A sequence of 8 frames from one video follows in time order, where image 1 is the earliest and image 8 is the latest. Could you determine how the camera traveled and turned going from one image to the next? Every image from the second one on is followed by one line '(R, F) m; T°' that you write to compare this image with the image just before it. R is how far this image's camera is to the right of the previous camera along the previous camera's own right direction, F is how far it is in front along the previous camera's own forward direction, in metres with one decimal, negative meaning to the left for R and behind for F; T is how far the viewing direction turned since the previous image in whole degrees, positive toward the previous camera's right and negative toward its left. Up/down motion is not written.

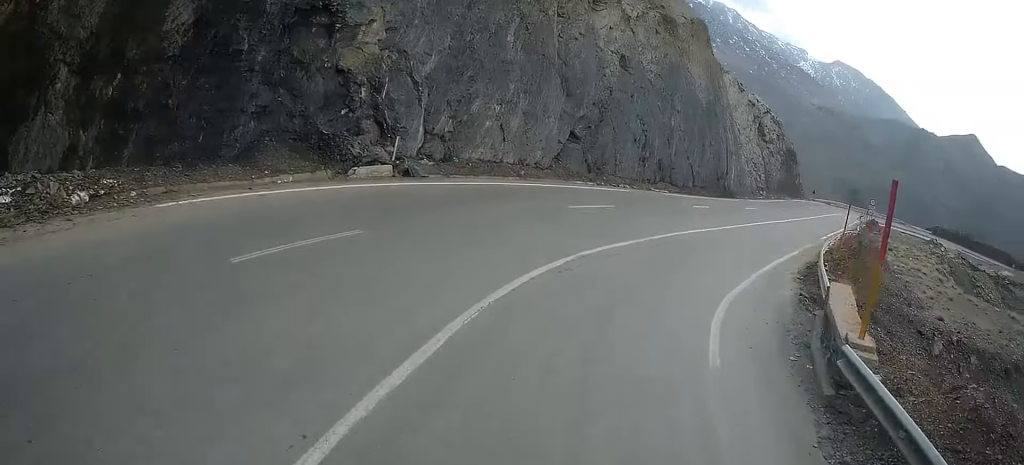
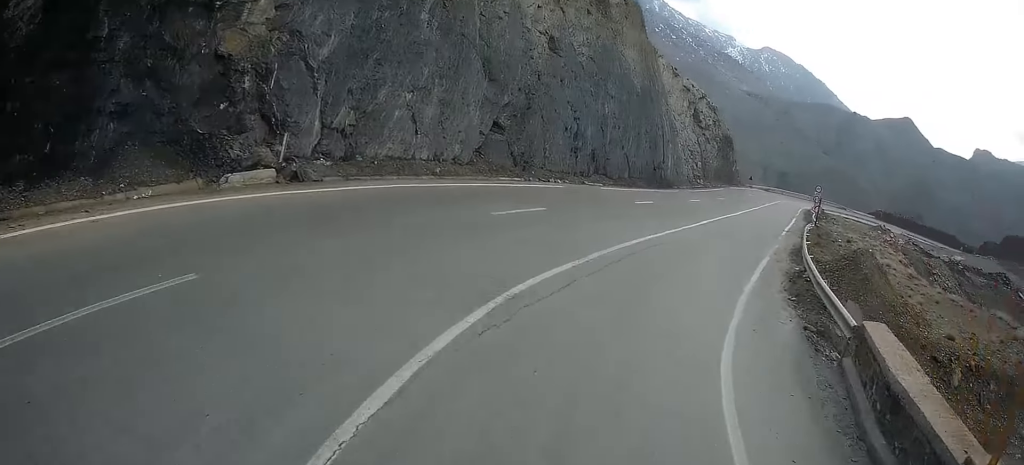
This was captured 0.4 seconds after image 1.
(+0.4, +3.9) m; +5°
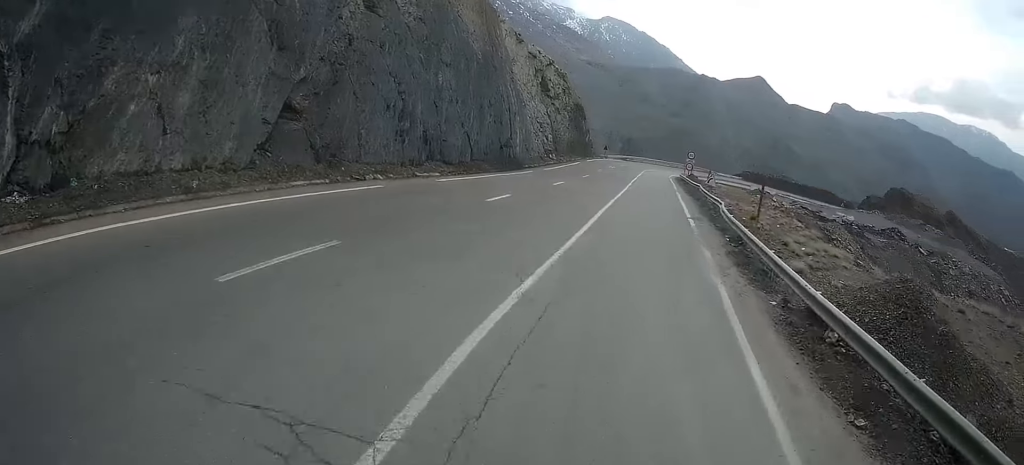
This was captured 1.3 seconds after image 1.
(+0.7, +7.7) m; +8°
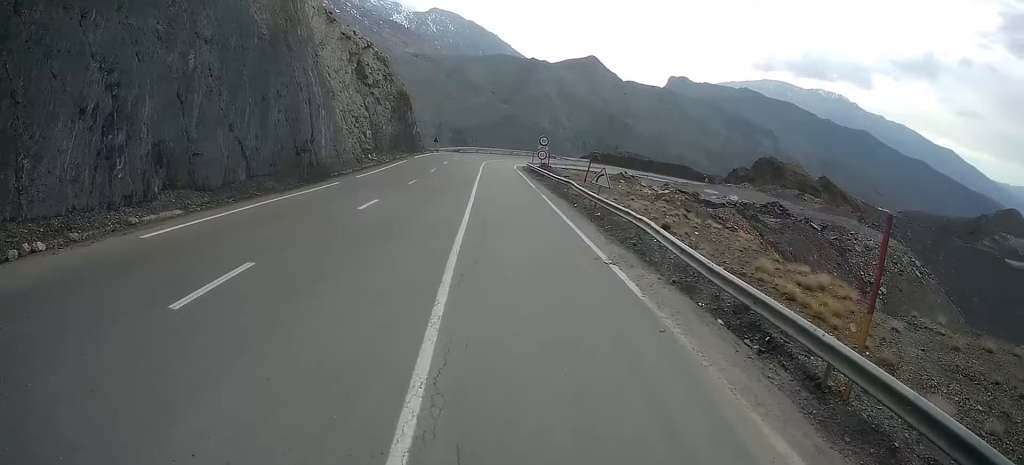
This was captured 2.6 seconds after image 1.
(+0.8, +10.9) m; +9°
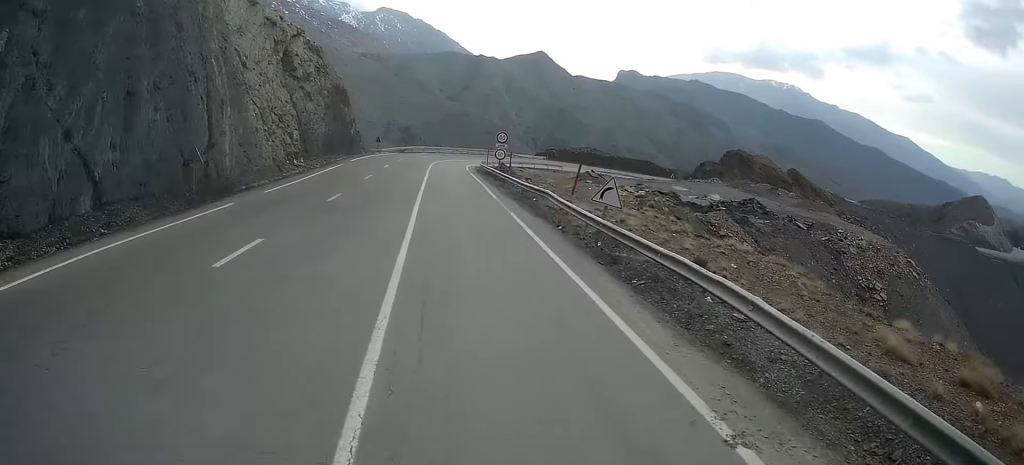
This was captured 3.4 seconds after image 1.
(+0.4, +7.9) m; +3°
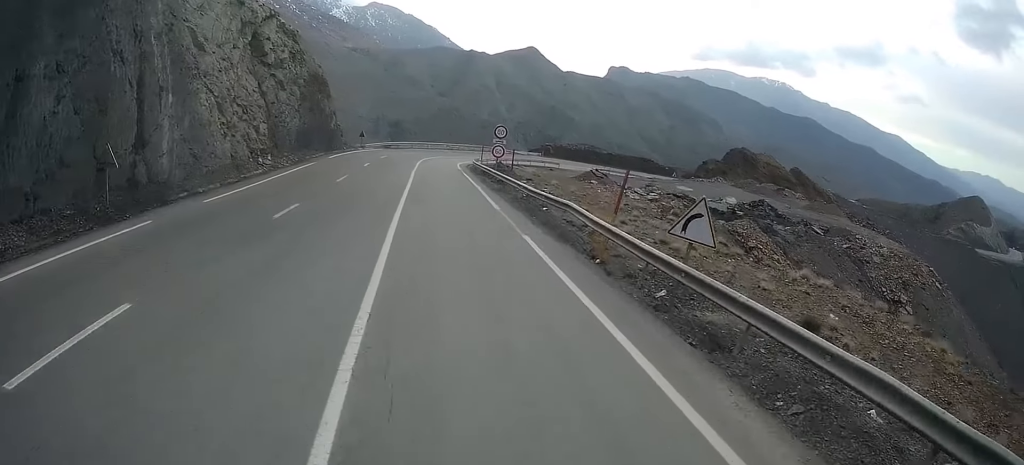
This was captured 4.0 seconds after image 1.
(+0.1, +5.9) m; +2°
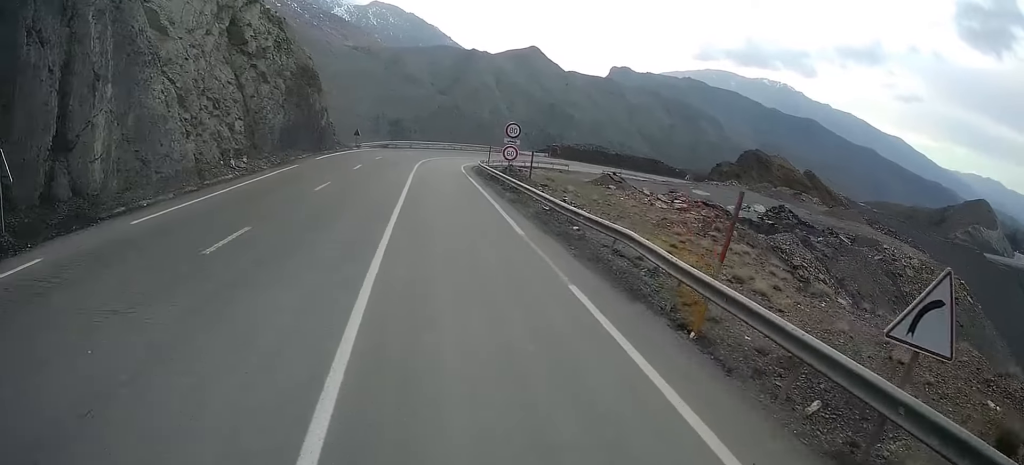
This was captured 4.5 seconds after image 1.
(0.0, +5.4) m; +1°
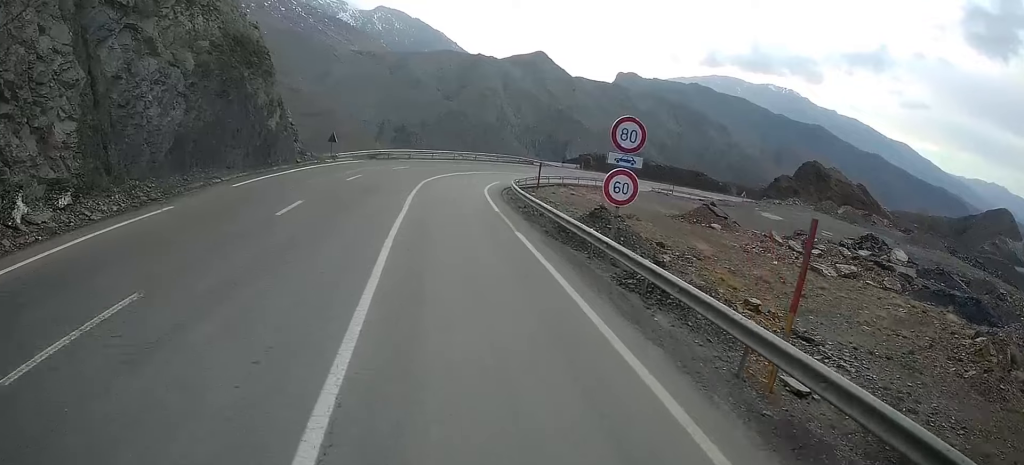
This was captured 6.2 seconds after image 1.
(+0.4, +18.5) m; +1°
